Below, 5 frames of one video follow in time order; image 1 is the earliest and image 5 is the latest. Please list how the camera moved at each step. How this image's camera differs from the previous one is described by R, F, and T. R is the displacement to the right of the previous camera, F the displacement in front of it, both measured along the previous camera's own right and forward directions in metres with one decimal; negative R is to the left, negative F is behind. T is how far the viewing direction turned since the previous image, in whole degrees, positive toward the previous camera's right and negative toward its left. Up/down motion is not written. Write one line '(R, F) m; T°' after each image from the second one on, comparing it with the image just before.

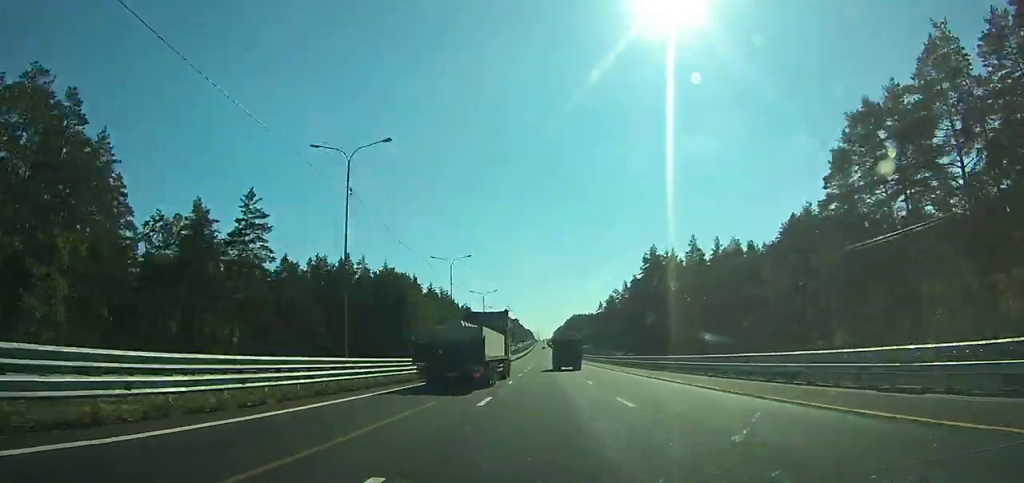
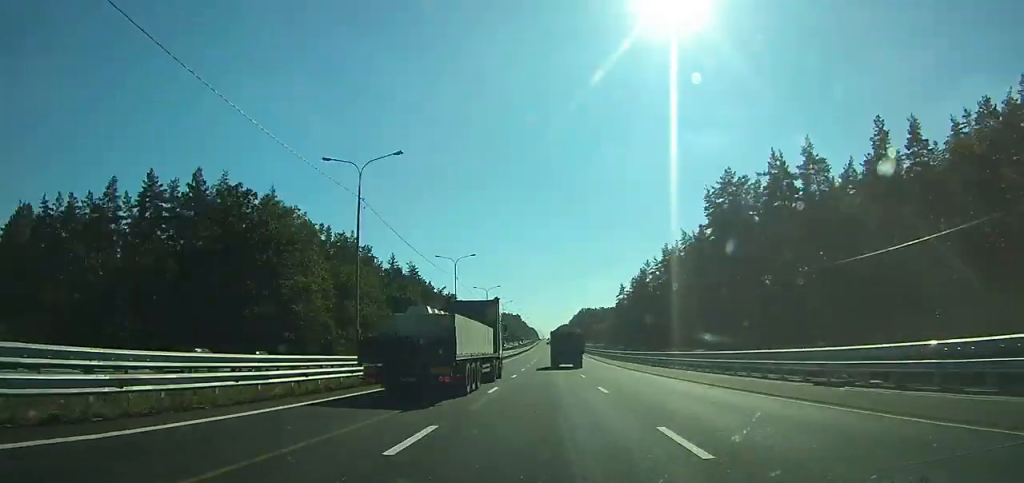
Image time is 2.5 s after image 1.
(-0.1, +64.6) m; 0°
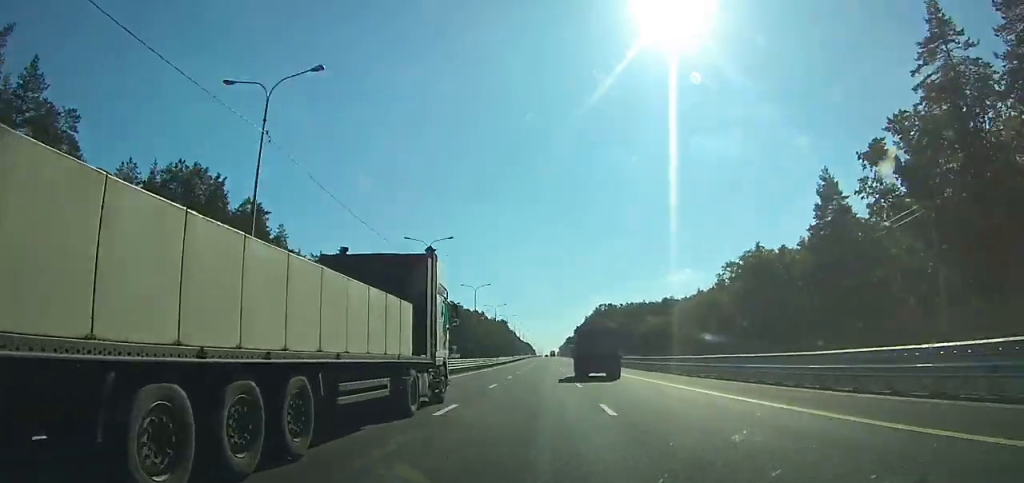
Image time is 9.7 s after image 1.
(+0.1, +188.6) m; 0°
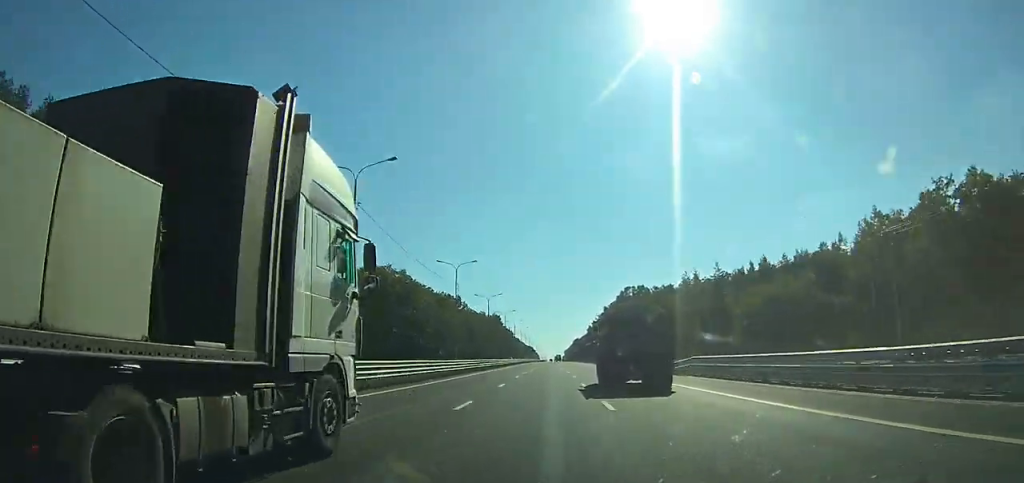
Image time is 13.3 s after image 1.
(-0.1, +96.4) m; 0°
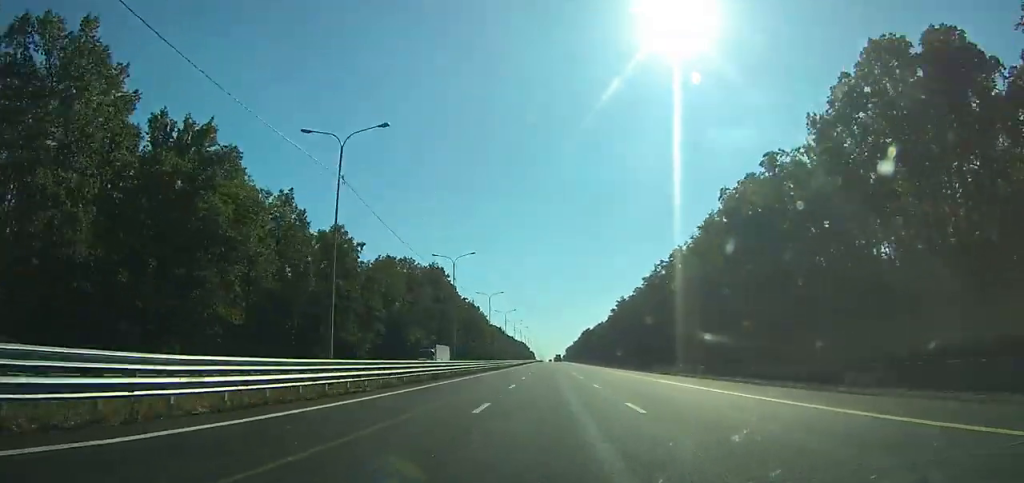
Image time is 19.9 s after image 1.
(0.0, +178.2) m; 0°
